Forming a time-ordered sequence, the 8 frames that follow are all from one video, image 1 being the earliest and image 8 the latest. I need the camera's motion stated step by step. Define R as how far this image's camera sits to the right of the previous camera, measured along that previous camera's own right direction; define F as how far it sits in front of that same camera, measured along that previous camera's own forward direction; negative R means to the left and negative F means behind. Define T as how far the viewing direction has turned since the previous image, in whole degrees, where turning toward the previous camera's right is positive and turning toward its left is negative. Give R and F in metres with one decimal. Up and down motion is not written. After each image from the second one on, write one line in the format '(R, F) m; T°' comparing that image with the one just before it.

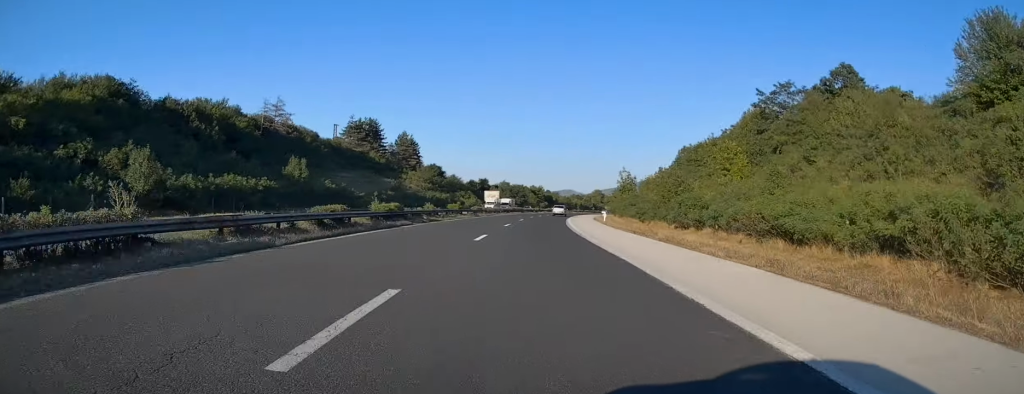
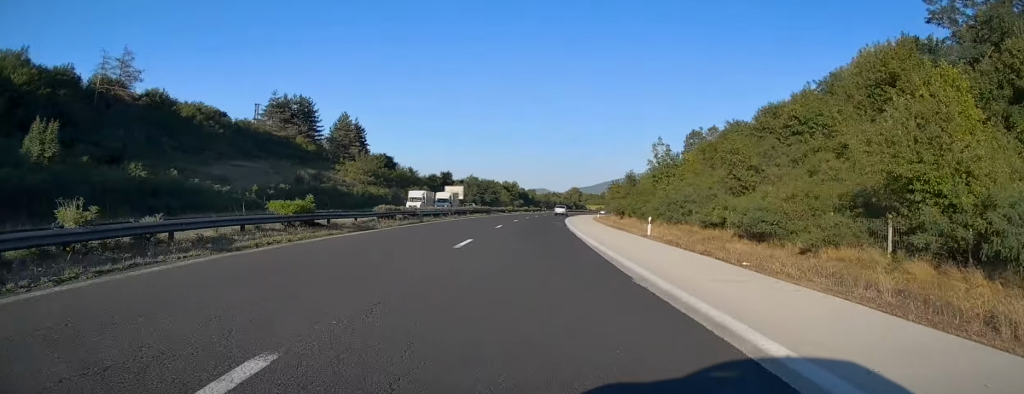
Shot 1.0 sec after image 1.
(+0.9, +35.5) m; +3°
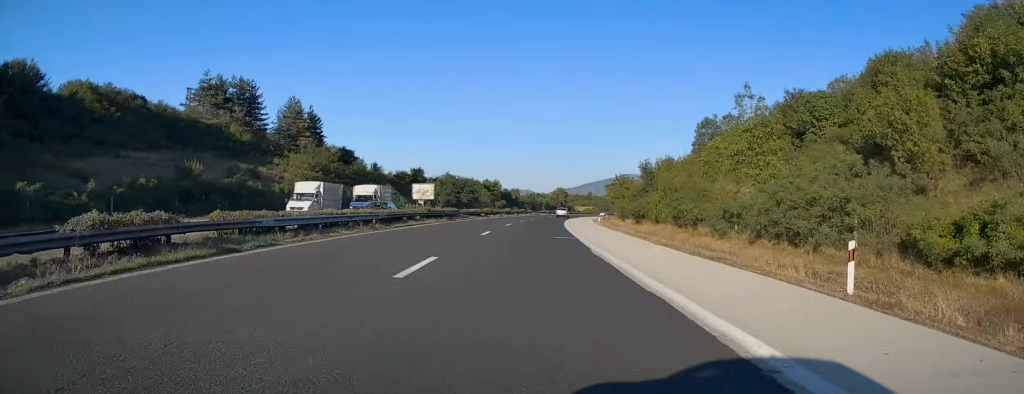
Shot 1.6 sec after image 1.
(+0.5, +22.6) m; +2°
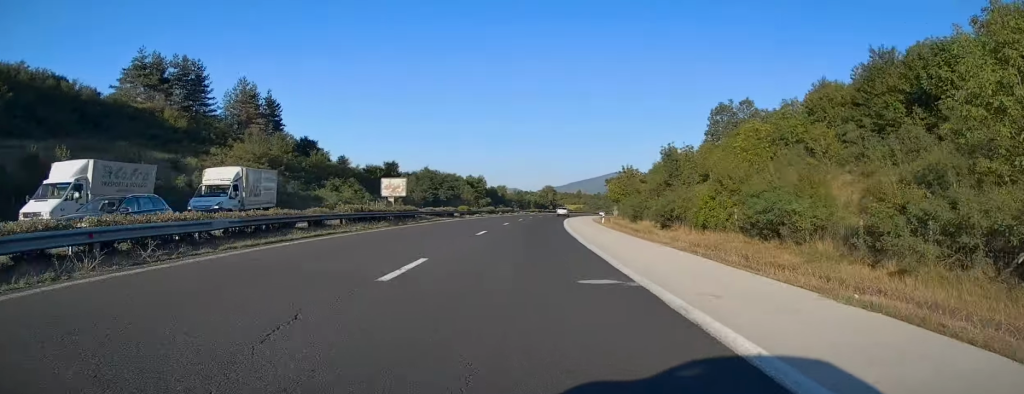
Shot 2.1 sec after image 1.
(+0.1, +16.6) m; +1°
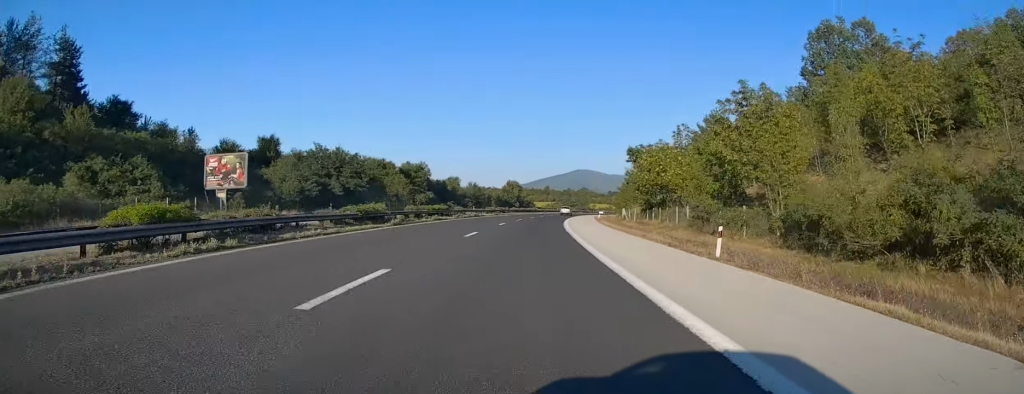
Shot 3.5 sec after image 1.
(+1.6, +50.1) m; +3°
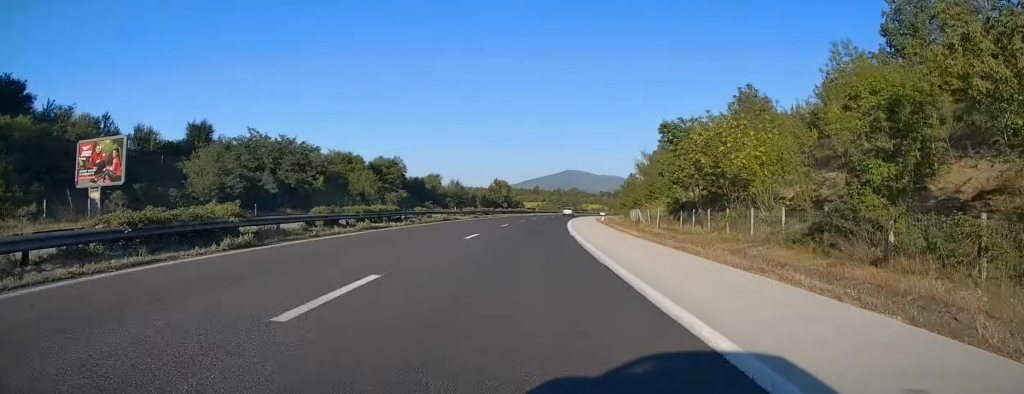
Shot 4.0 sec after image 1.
(+0.2, +16.7) m; +1°
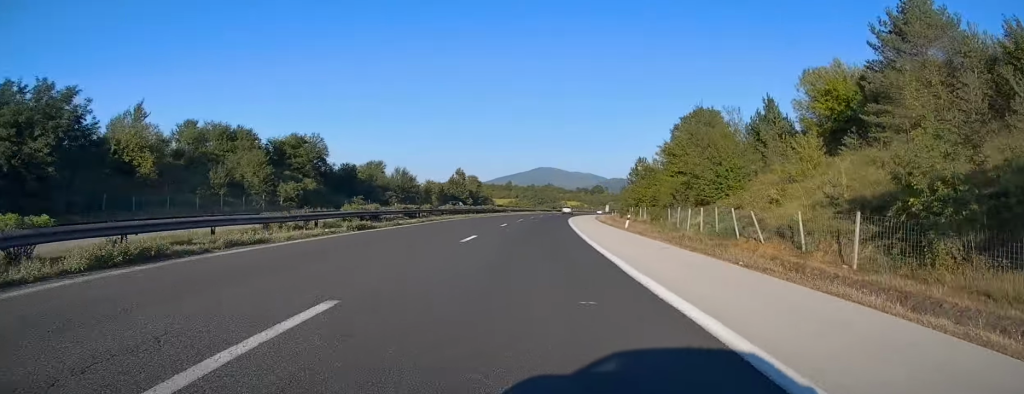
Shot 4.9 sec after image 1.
(+0.5, +34.7) m; +2°
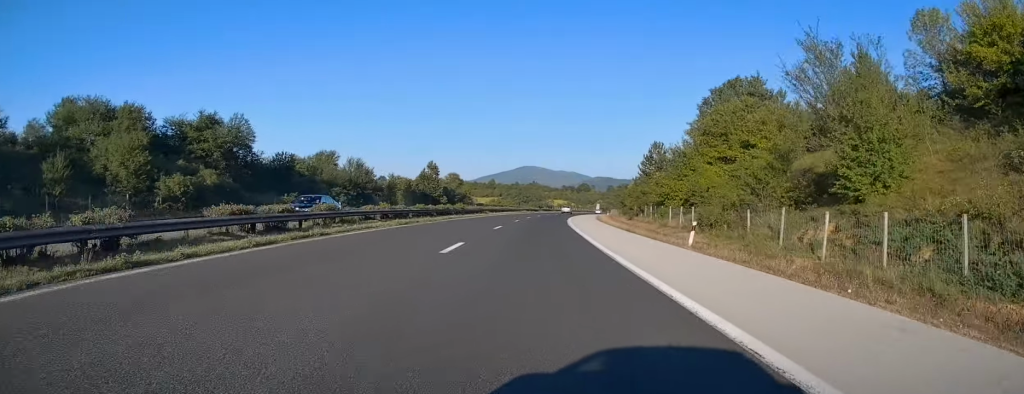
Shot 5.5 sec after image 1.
(+0.4, +20.4) m; +1°
